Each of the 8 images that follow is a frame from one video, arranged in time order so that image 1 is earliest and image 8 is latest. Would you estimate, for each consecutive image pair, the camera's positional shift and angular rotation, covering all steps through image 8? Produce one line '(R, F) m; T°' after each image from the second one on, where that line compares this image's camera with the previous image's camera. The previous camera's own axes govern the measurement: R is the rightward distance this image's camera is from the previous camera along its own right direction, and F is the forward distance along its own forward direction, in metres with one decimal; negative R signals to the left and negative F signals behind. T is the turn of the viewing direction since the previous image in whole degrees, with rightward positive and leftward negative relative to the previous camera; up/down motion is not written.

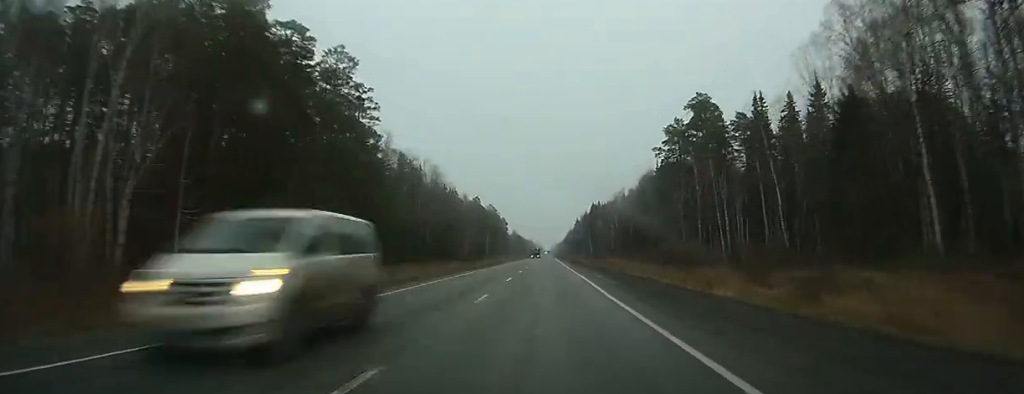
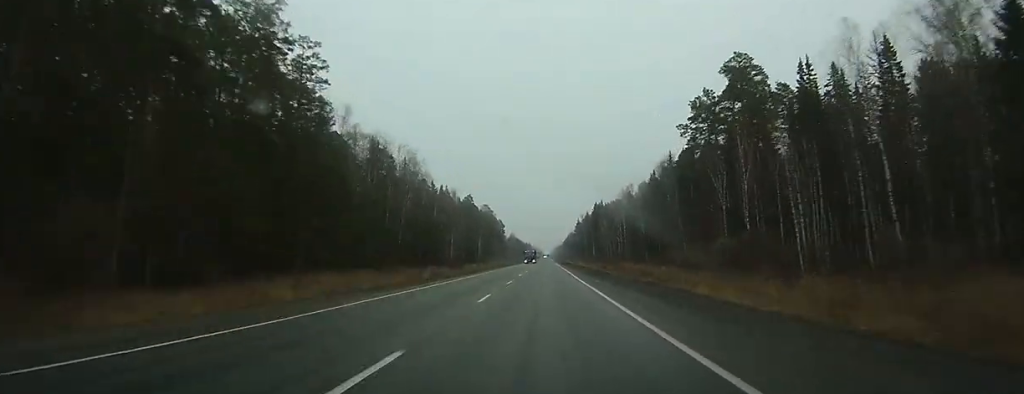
(-0.1, +22.7) m; 0°
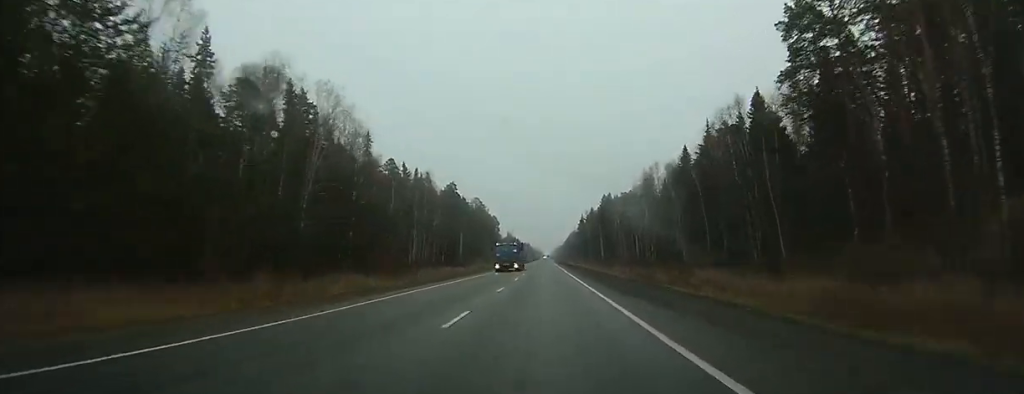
(-0.1, +41.7) m; 0°
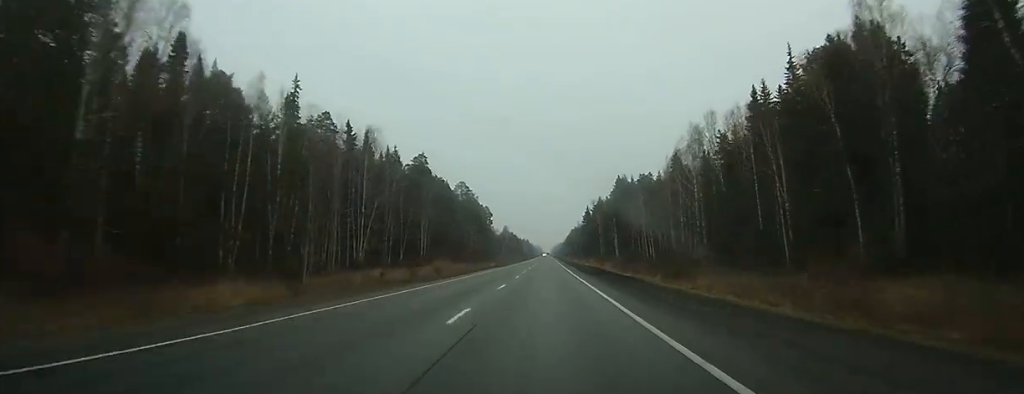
(+0.2, +47.7) m; 0°
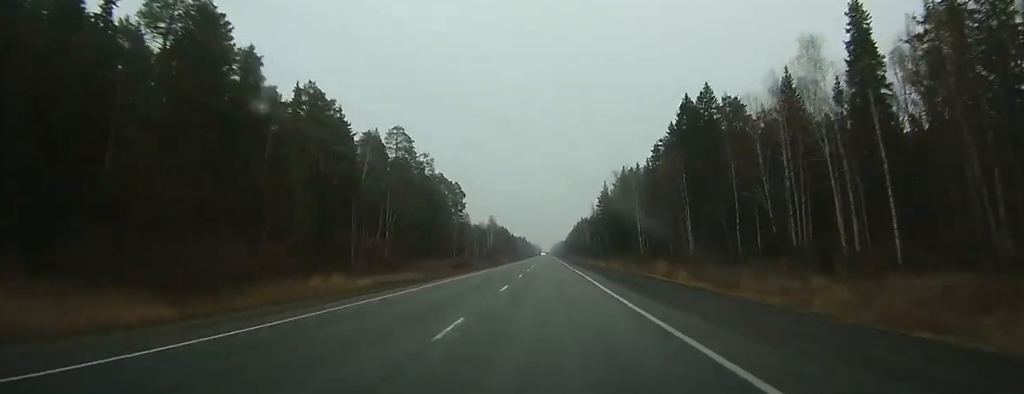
(+0.2, +98.0) m; 0°
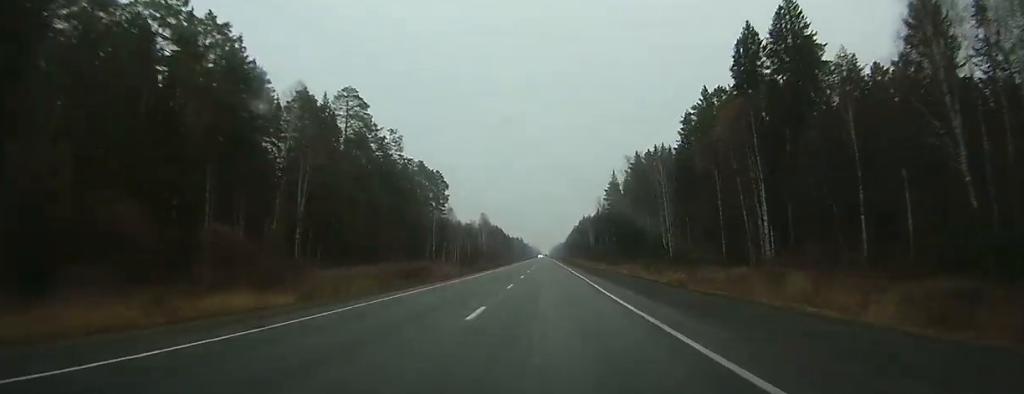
(0.0, +32.8) m; 0°
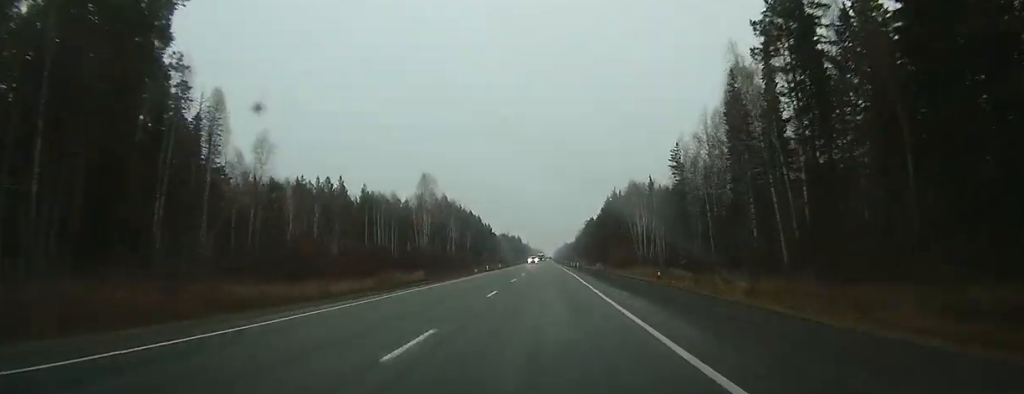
(+0.5, +136.9) m; 0°
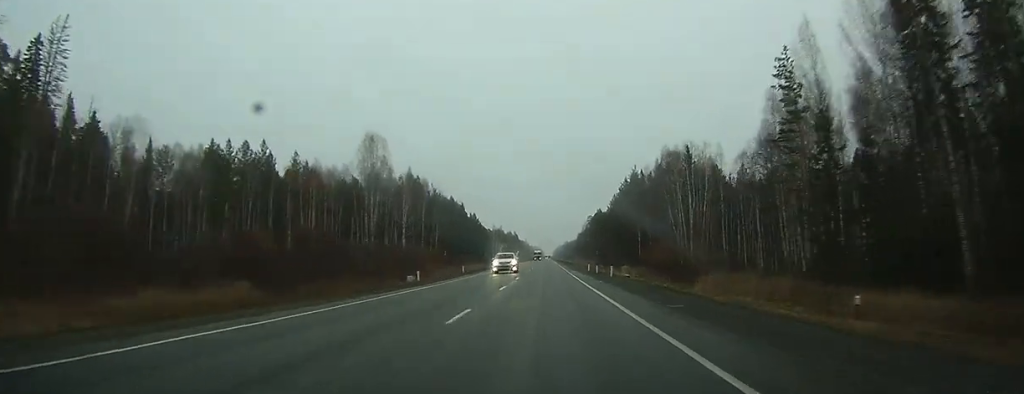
(0.0, +44.2) m; 0°
